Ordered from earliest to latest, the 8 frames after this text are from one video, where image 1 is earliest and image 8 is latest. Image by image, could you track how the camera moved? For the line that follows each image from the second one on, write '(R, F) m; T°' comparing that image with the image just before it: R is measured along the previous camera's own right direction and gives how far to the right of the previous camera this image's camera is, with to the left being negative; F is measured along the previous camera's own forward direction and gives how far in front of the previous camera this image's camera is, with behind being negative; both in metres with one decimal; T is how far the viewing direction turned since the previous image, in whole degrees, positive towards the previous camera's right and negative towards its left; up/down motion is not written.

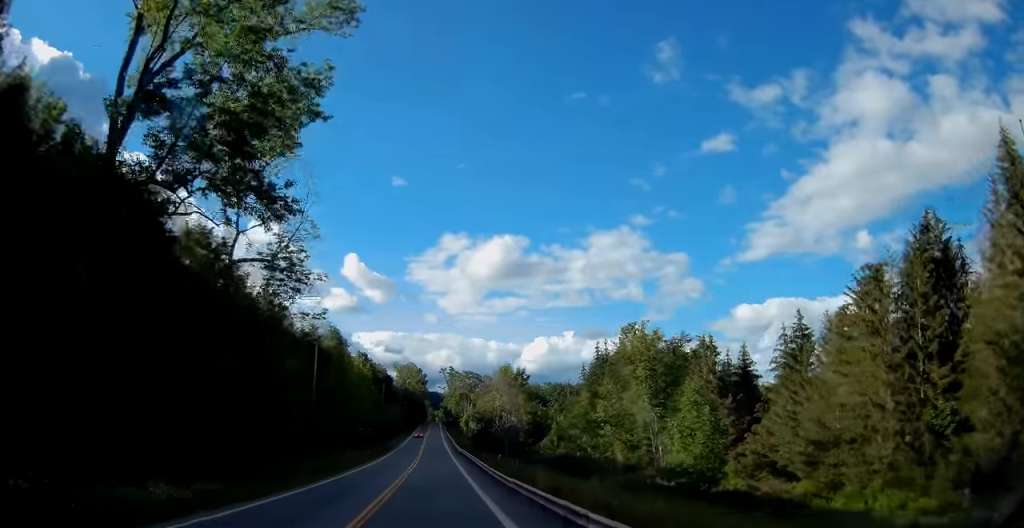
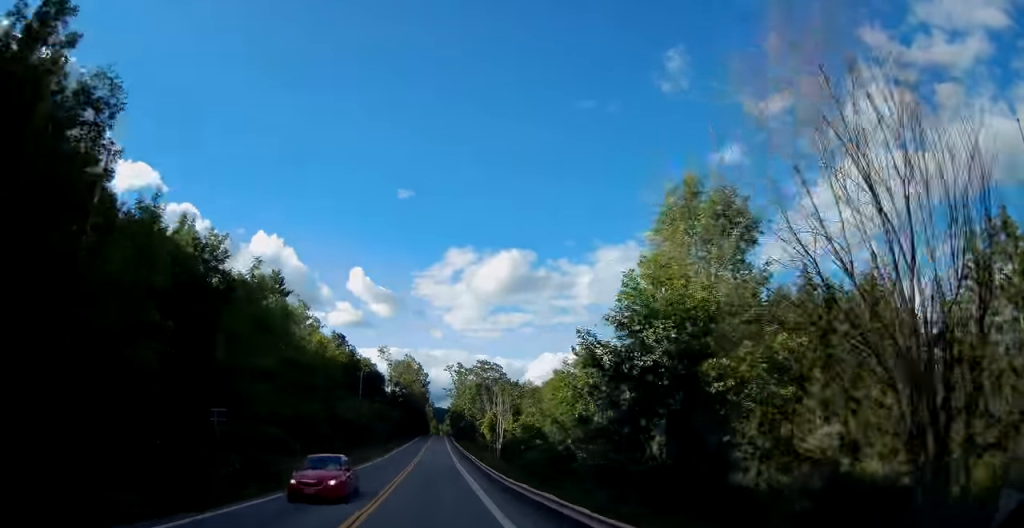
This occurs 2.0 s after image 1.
(-0.7, +49.6) m; -1°
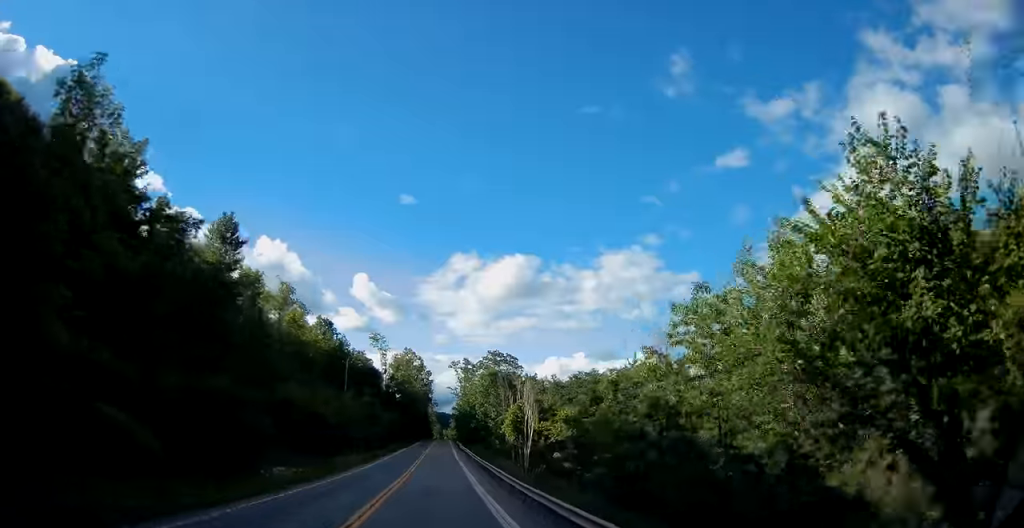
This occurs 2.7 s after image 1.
(0.0, +19.4) m; 0°
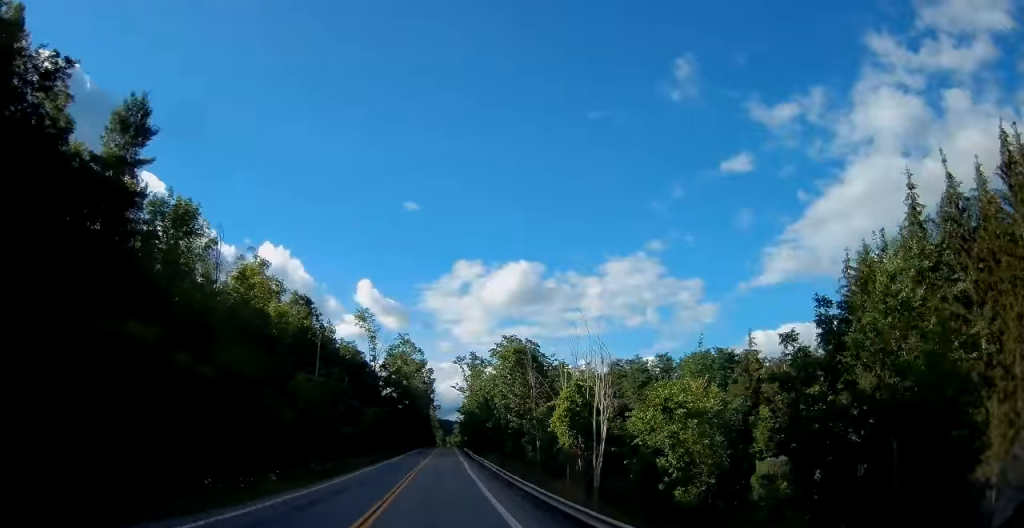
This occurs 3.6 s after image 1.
(0.0, +21.1) m; 0°
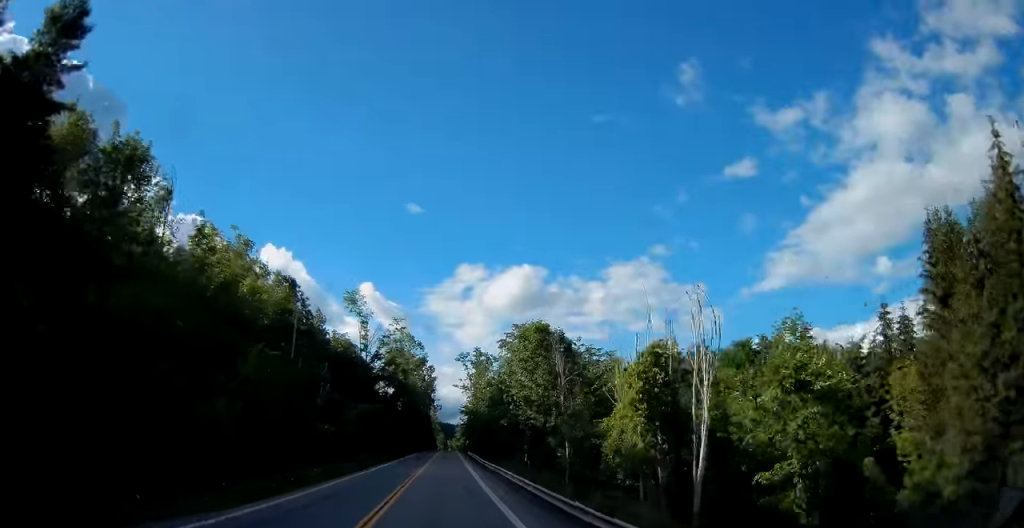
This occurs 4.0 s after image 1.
(0.0, +10.9) m; 0°
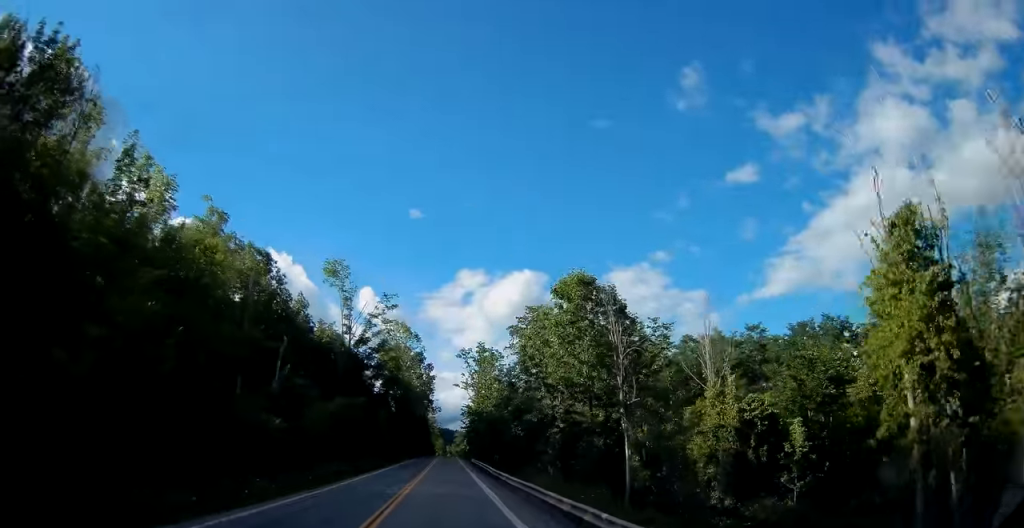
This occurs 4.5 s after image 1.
(0.0, +12.6) m; 0°
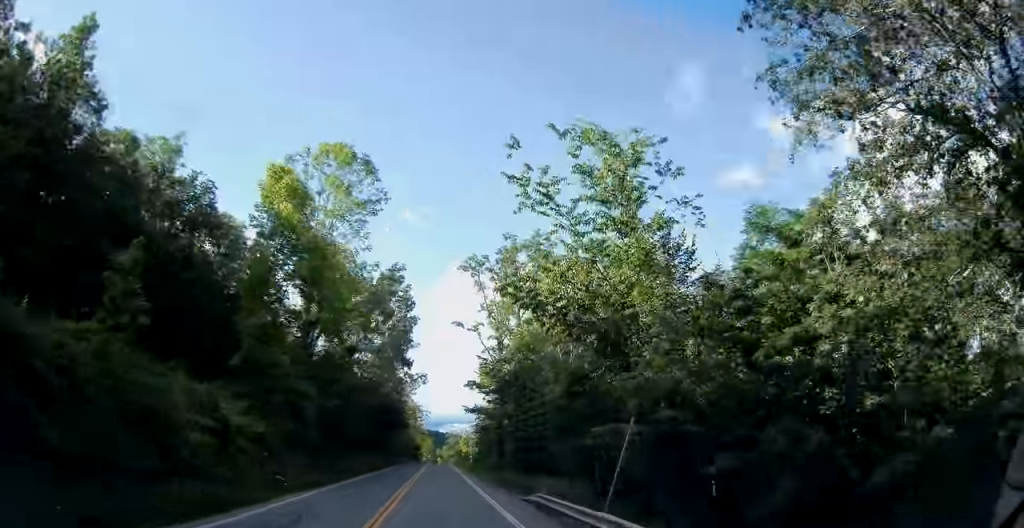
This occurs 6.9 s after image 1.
(+0.1, +59.1) m; +1°
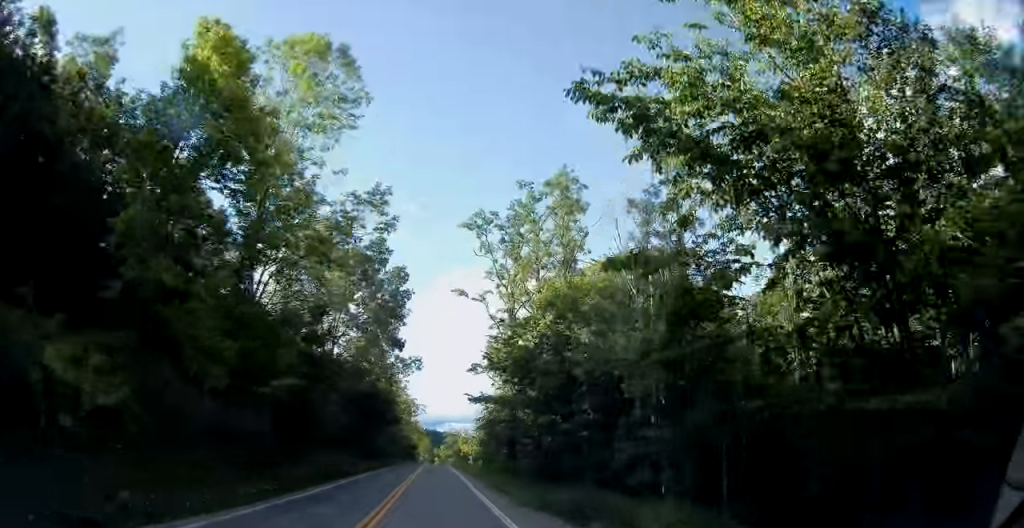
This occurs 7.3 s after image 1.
(+0.1, +11.4) m; 0°
